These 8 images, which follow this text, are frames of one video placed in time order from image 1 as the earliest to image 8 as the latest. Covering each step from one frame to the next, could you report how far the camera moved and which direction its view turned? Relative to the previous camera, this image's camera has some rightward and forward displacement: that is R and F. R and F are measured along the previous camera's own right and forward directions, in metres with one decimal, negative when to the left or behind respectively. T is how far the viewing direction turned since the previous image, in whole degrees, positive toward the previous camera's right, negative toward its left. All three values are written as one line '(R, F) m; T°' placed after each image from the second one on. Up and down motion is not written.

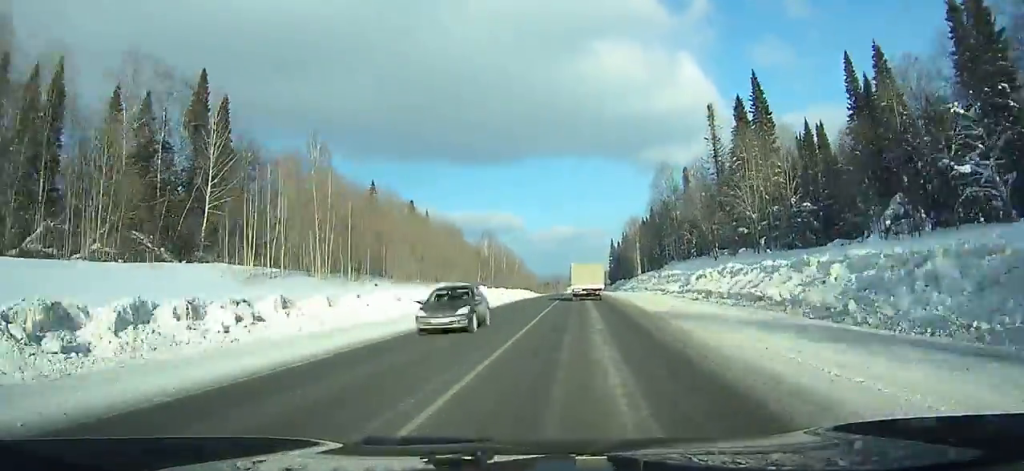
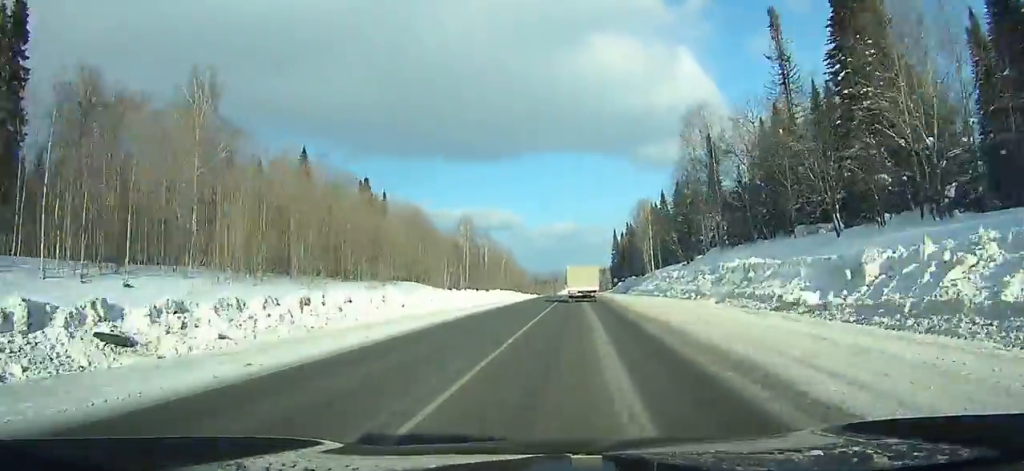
(+0.1, +31.9) m; 0°
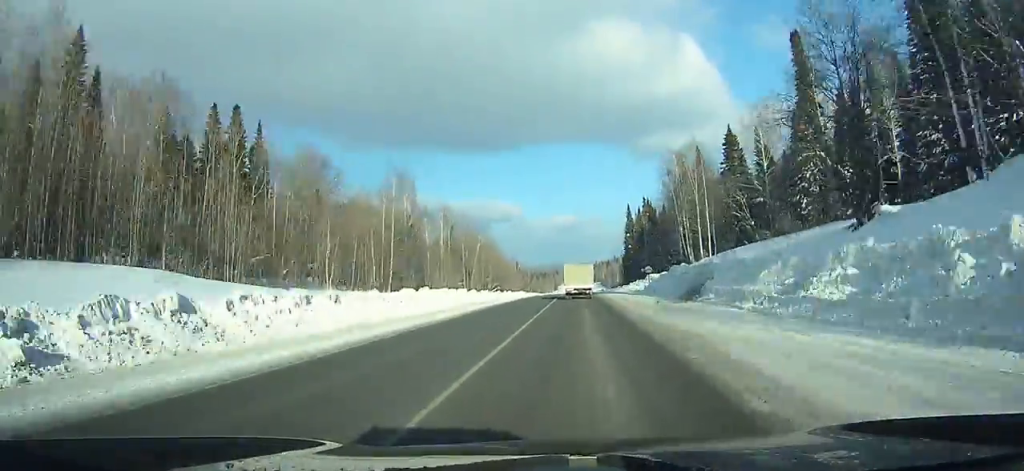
(+0.1, +50.1) m; 0°
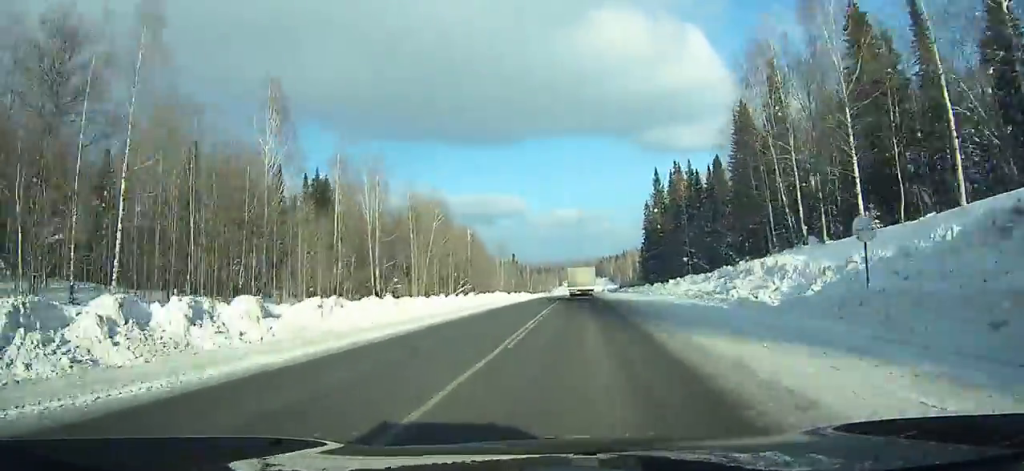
(+0.1, +45.6) m; 0°
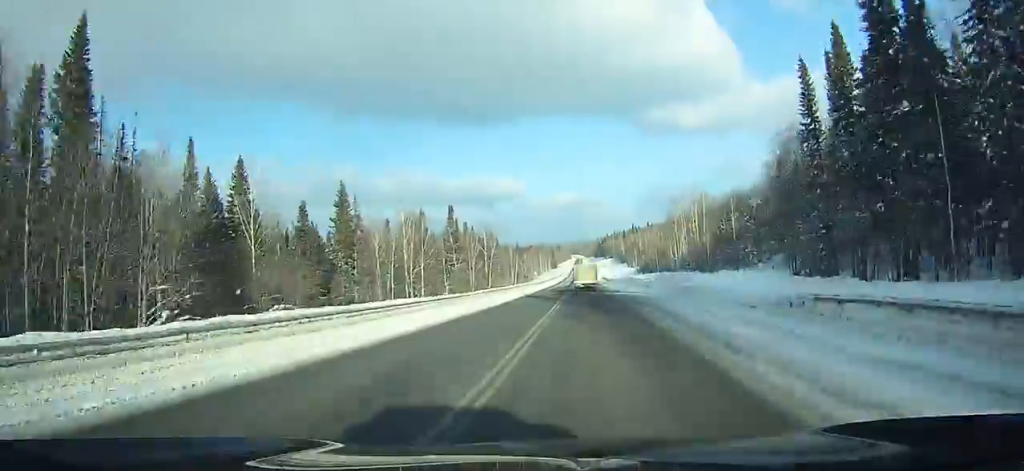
(-0.2, +138.0) m; 0°
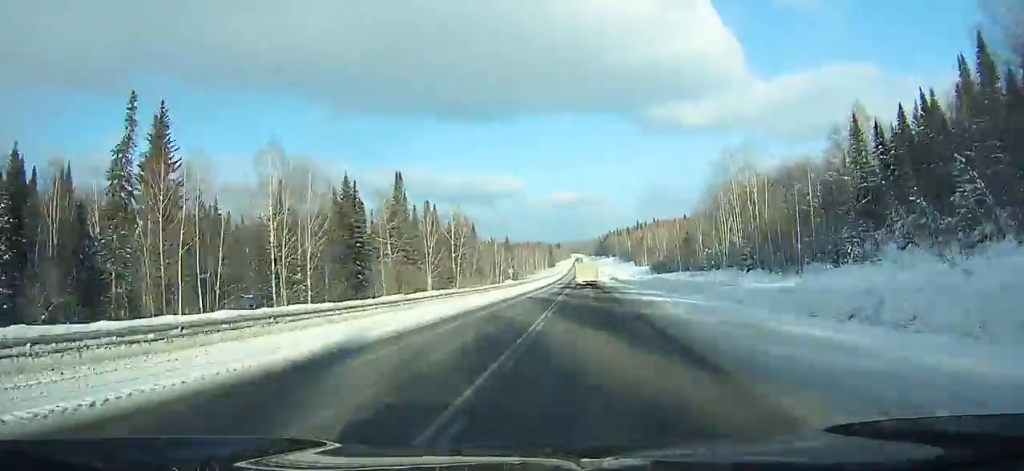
(+0.3, +44.5) m; 0°
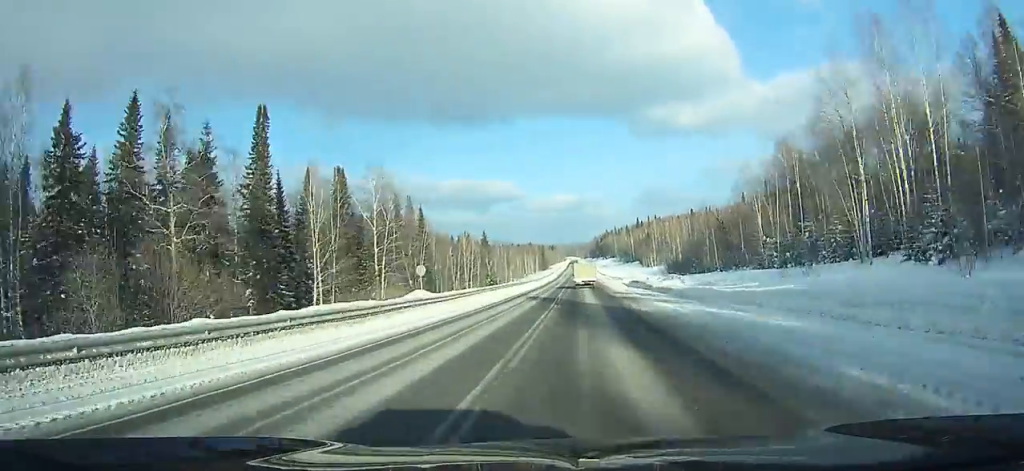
(+0.1, +47.2) m; 0°
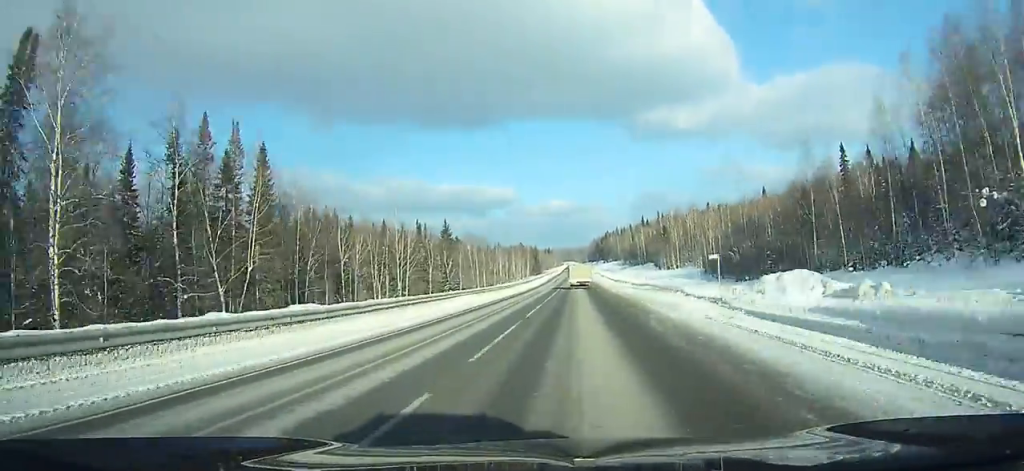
(+0.1, +54.8) m; 0°
